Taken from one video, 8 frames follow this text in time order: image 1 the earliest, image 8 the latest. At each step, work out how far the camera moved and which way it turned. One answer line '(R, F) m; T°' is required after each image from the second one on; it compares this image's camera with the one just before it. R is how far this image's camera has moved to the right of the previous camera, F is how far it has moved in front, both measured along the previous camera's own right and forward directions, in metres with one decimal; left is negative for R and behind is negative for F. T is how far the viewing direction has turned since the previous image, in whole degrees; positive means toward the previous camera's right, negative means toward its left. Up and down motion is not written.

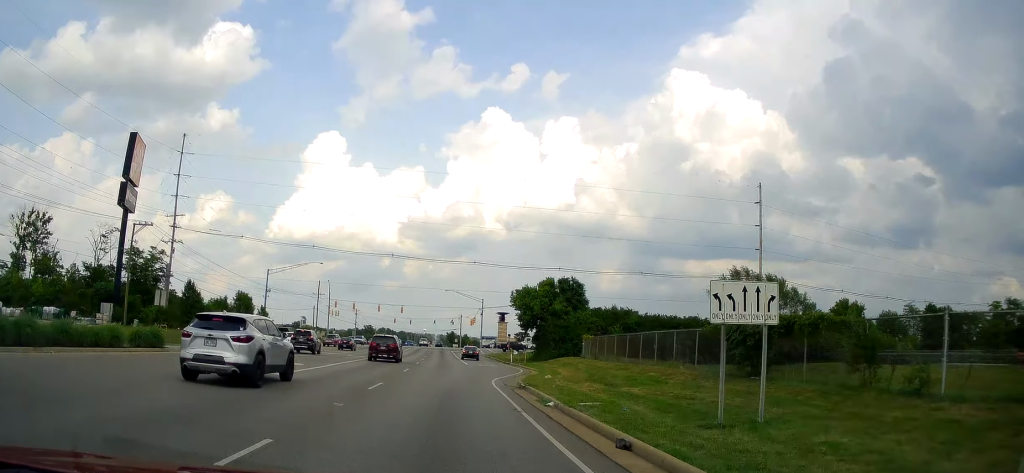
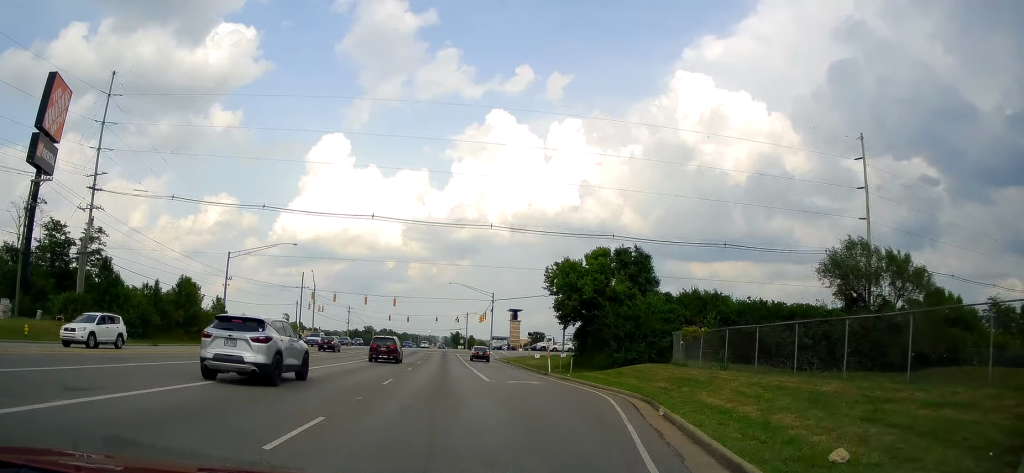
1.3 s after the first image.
(-0.5, +21.7) m; 0°
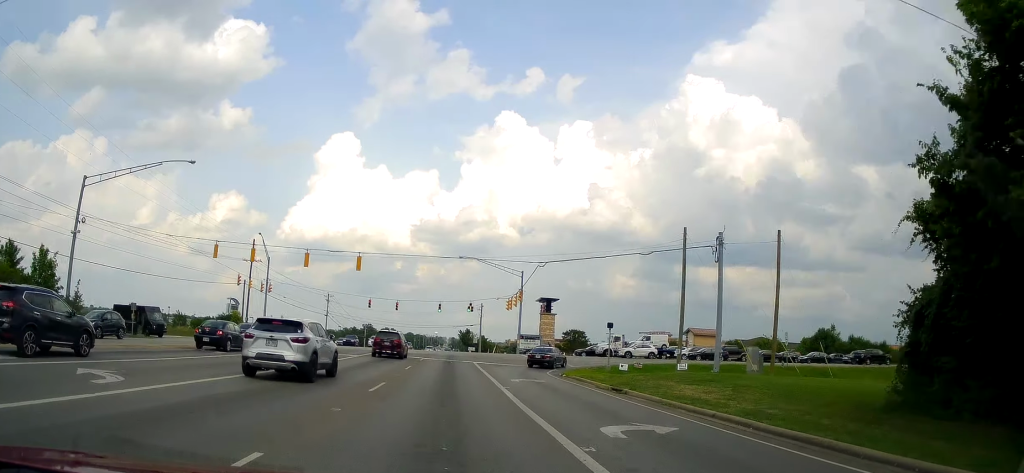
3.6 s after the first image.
(-0.1, +39.8) m; -2°
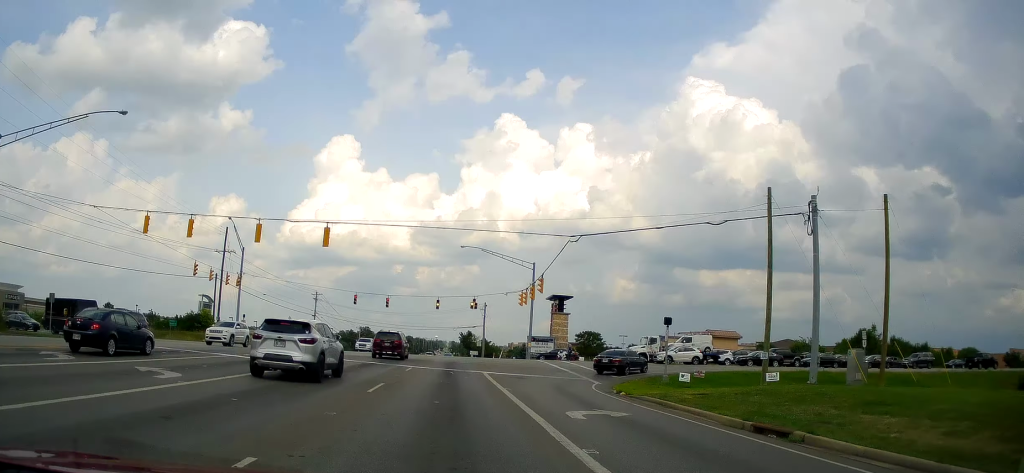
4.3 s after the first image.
(0.0, +12.5) m; 0°
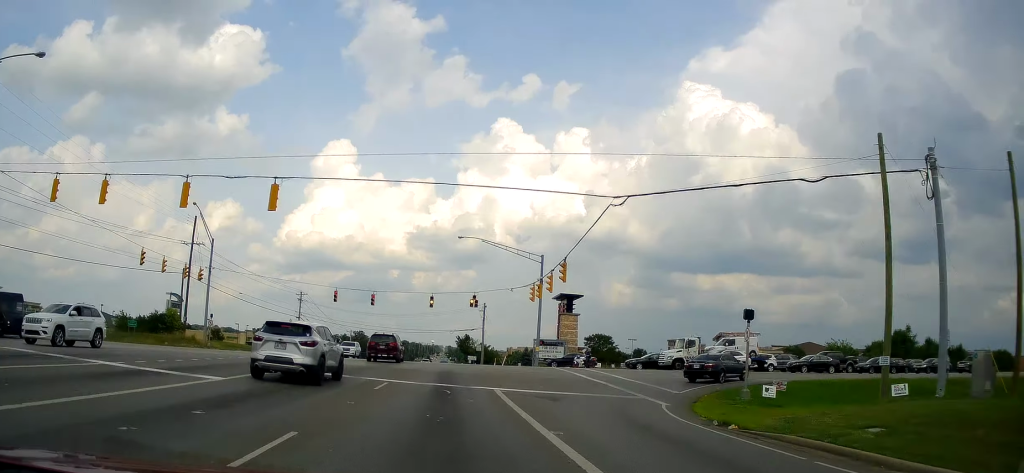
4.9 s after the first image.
(0.0, +10.3) m; 0°
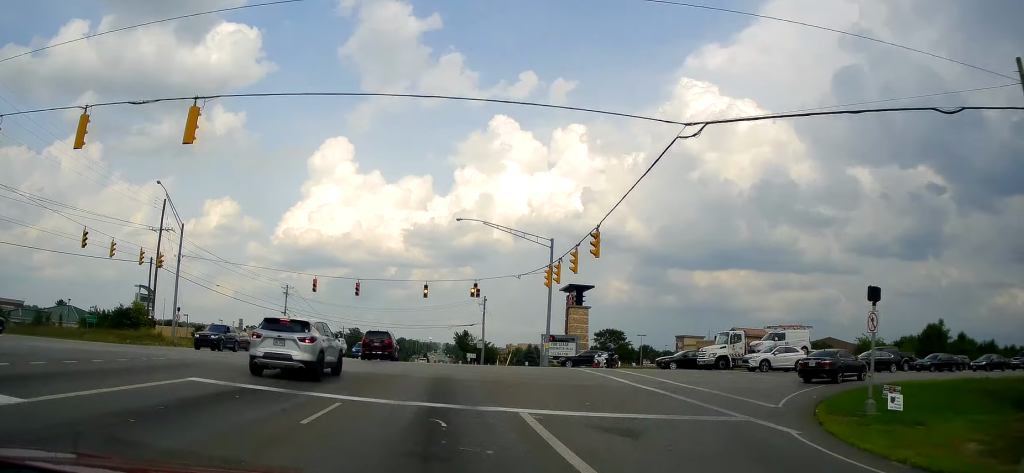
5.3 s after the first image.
(0.0, +8.5) m; 0°
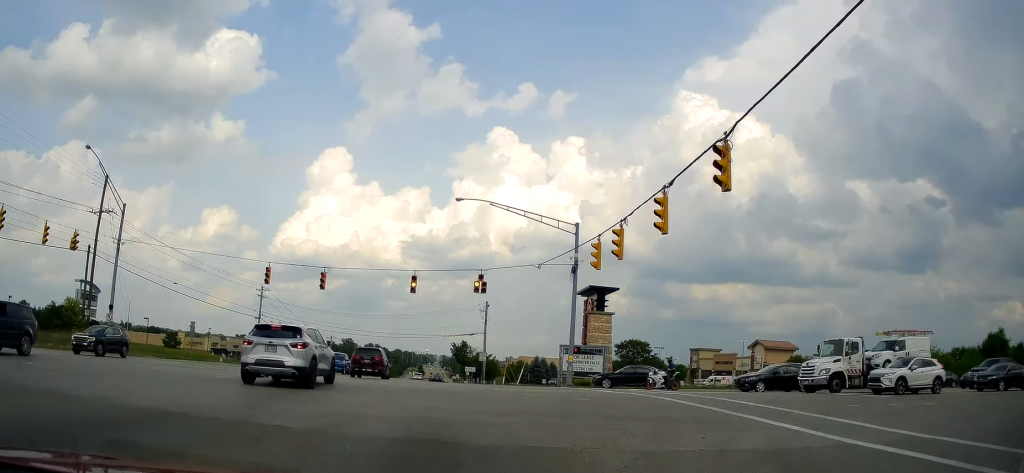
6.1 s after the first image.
(0.0, +13.3) m; +1°
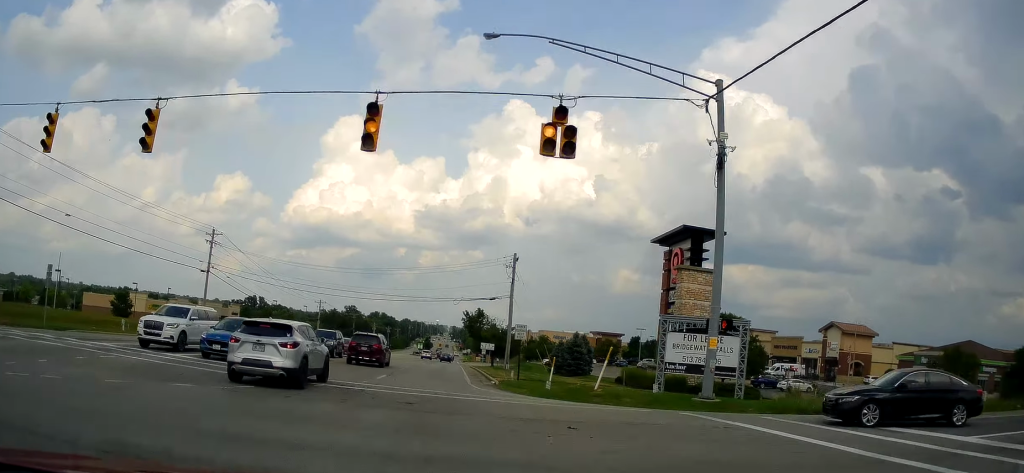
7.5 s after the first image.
(+0.6, +24.9) m; 0°
